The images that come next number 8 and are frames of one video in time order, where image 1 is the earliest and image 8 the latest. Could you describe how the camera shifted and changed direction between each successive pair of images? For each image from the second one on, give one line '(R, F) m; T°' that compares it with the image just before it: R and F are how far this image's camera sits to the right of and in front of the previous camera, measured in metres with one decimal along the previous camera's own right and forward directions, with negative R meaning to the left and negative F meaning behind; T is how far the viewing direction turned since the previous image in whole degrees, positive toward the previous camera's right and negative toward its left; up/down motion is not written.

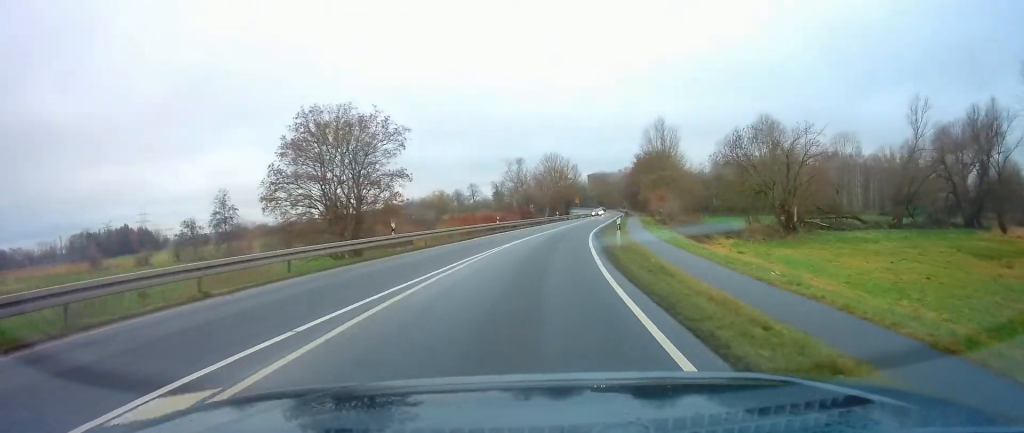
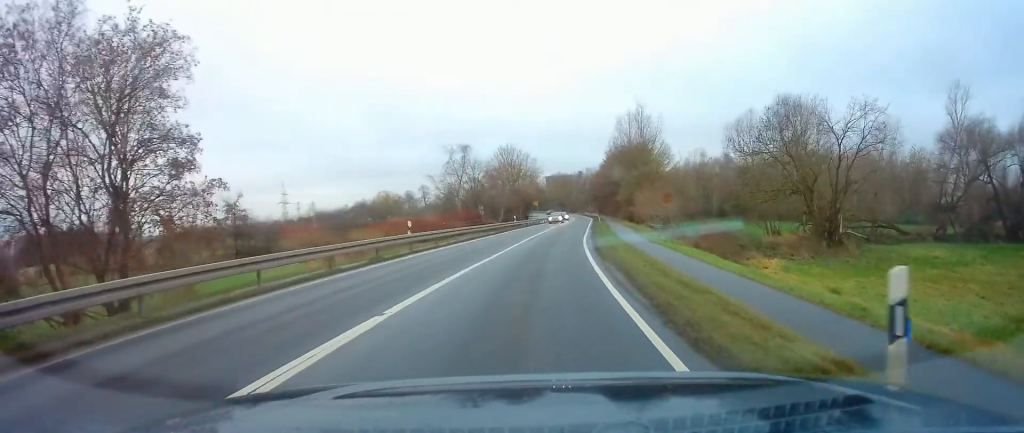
(+0.7, +18.6) m; +5°
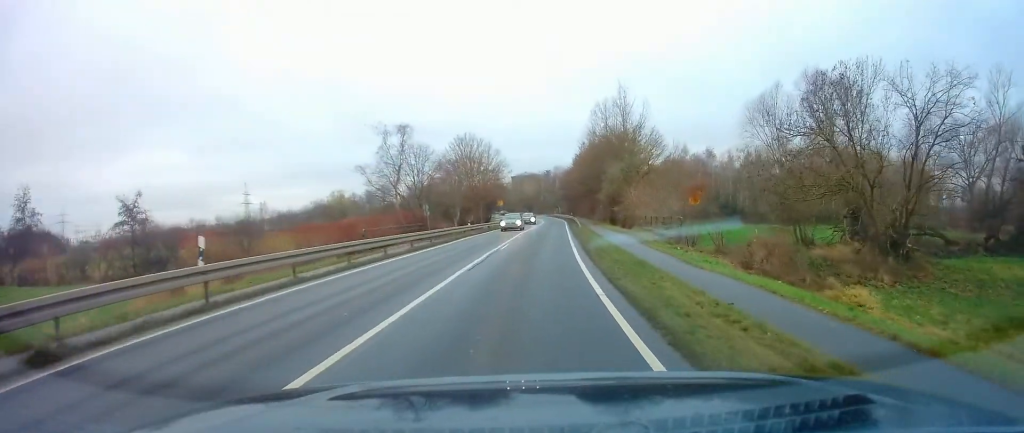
(+0.3, +13.8) m; +3°
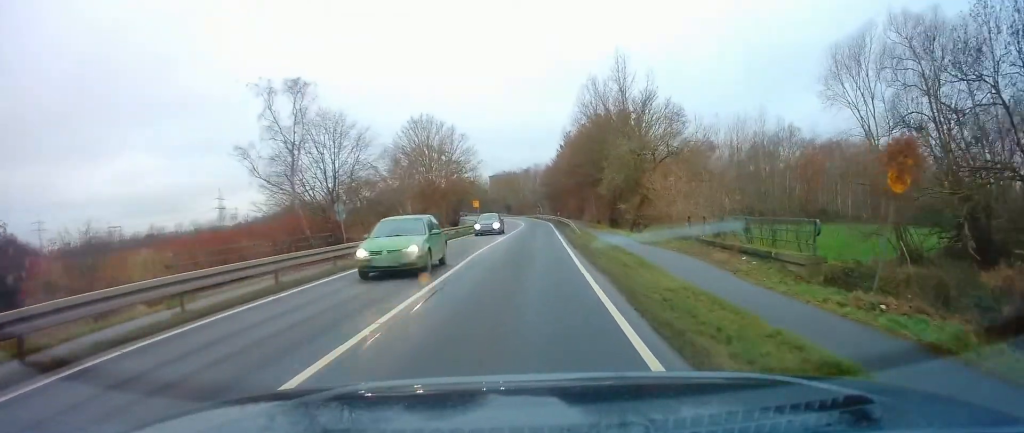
(+0.8, +16.5) m; +2°
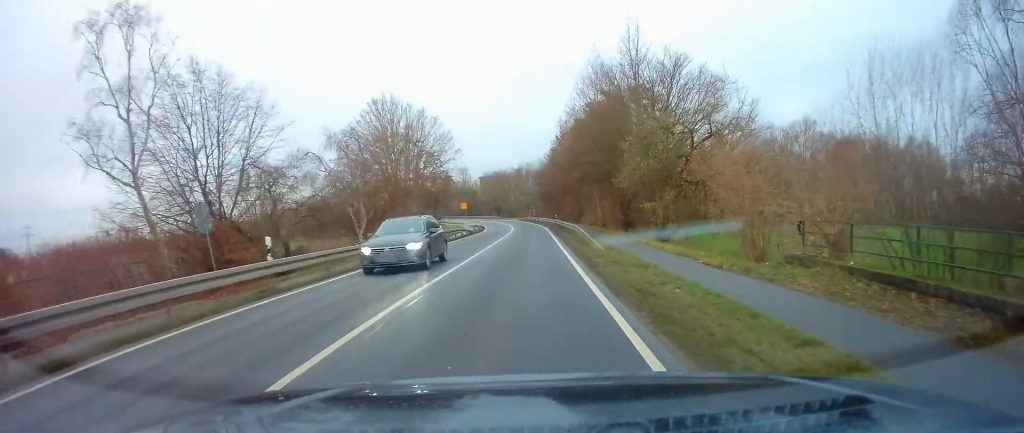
(-0.1, +12.3) m; 0°
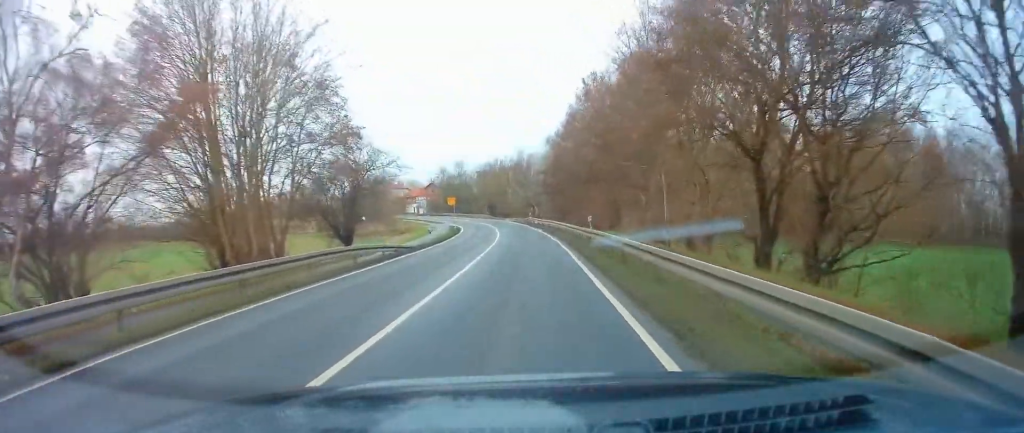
(0.0, +29.7) m; -1°
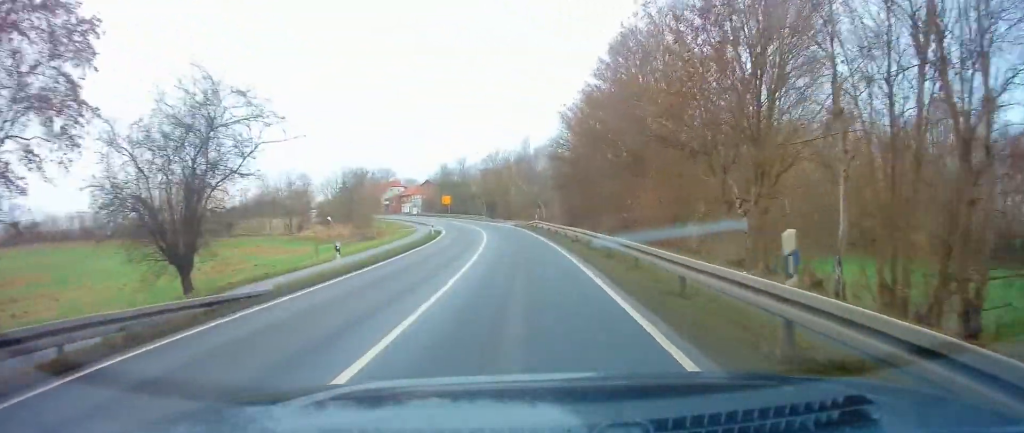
(-0.3, +17.6) m; 0°
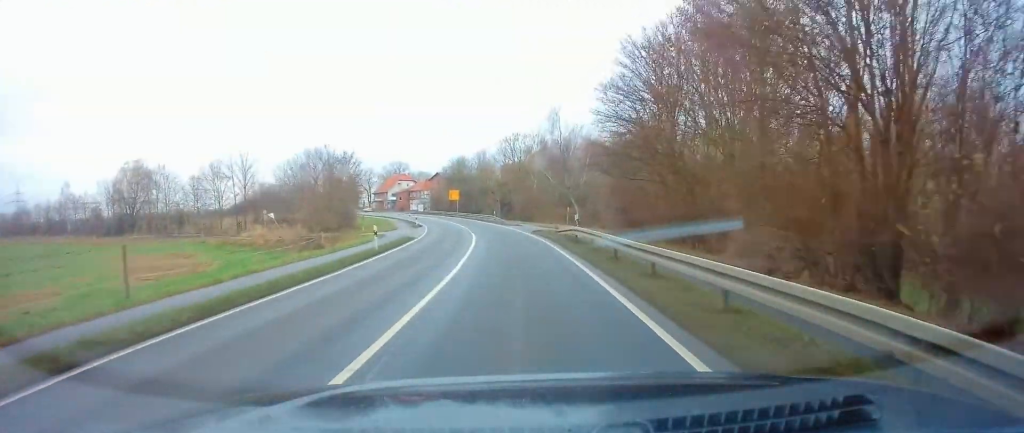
(+0.1, +21.3) m; -2°
